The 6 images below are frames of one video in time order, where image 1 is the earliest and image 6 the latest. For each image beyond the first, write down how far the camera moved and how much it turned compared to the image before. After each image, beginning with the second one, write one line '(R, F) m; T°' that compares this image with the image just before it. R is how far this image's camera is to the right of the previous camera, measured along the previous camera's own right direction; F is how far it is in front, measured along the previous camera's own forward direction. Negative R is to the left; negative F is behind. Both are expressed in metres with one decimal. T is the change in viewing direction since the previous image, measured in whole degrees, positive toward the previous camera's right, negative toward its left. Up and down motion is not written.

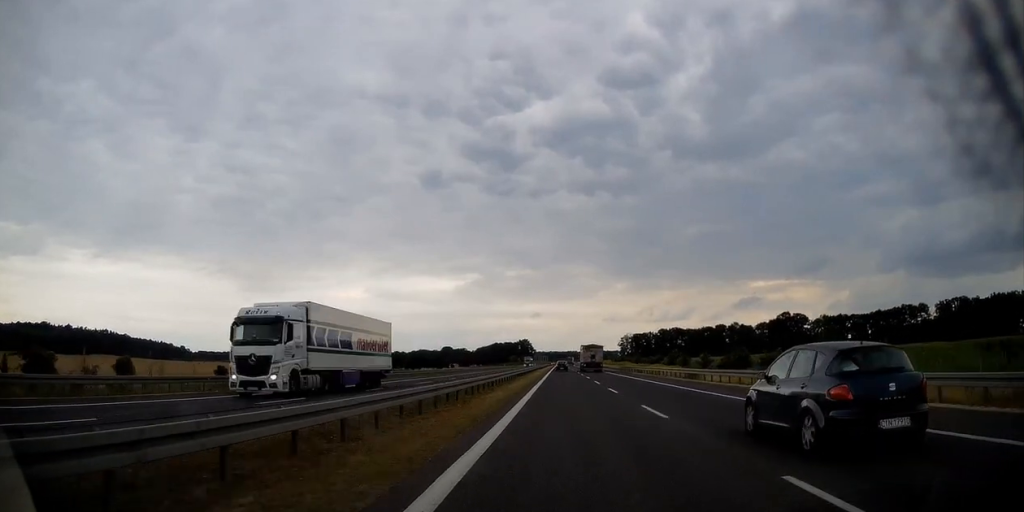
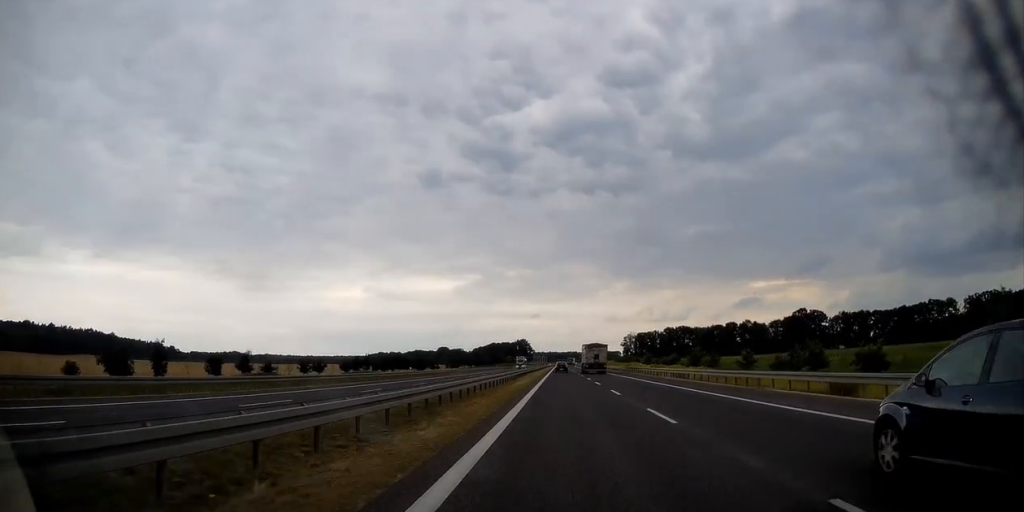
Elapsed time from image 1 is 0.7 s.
(+0.2, +25.1) m; 0°
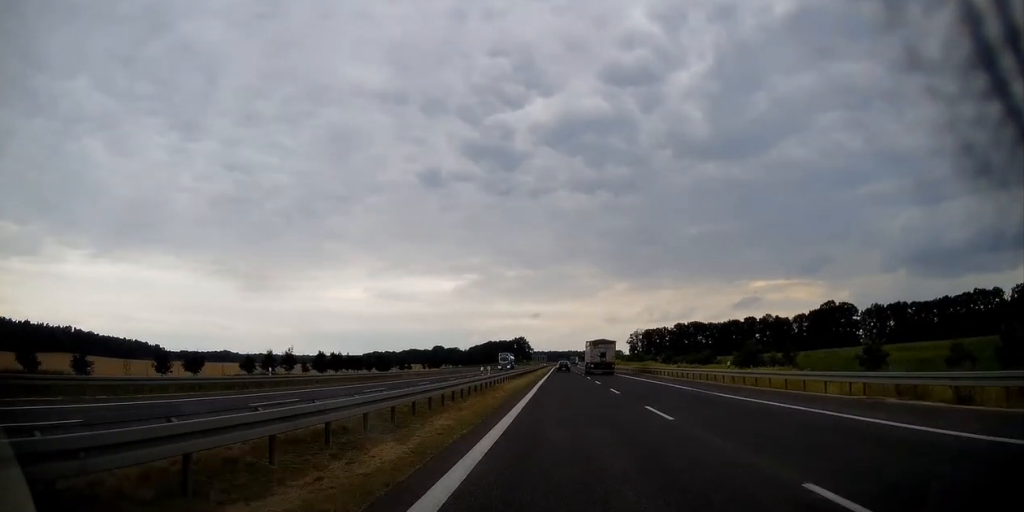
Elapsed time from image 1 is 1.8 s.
(0.0, +35.6) m; 0°
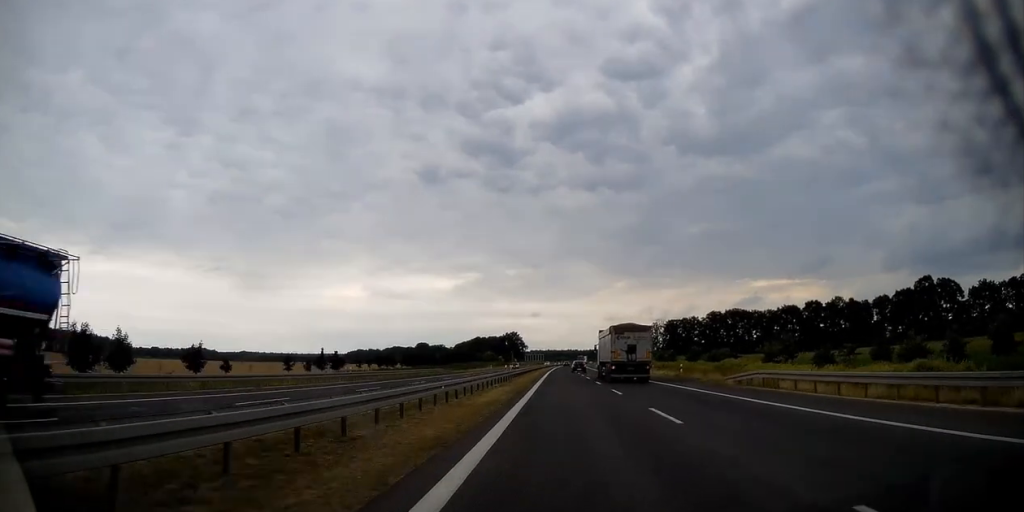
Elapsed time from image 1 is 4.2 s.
(+0.6, +85.1) m; +1°
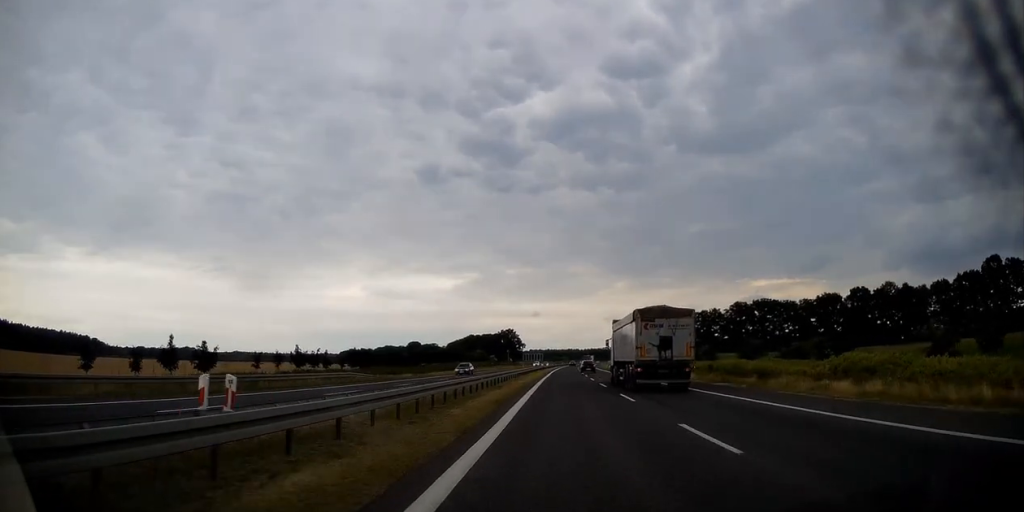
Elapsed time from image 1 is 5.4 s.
(-0.3, +40.3) m; 0°
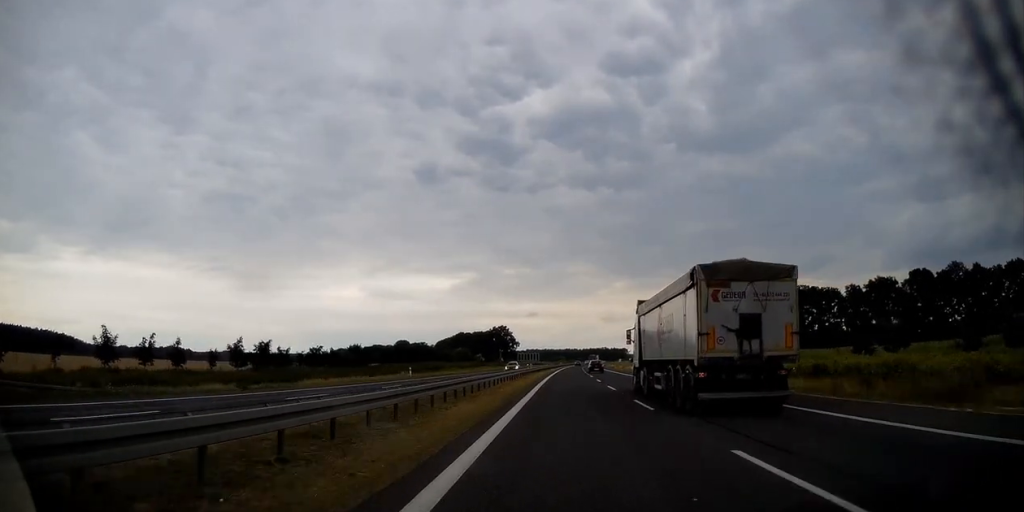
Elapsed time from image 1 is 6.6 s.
(+0.2, +40.2) m; 0°
